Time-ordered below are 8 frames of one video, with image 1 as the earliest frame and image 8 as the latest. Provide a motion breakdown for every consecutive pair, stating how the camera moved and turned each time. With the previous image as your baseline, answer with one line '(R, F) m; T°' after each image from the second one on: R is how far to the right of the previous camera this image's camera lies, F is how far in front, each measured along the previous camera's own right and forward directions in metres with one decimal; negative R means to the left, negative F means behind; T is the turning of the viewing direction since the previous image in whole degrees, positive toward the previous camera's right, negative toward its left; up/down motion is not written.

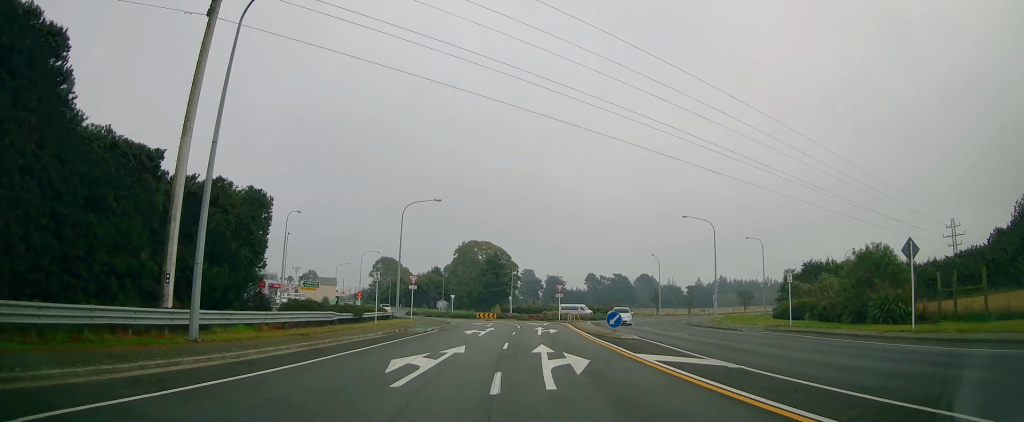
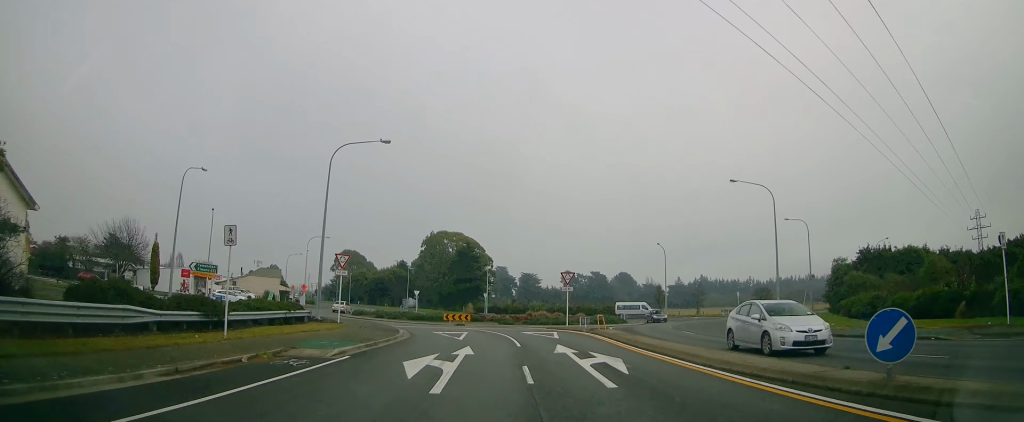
(+0.3, +17.9) m; +2°
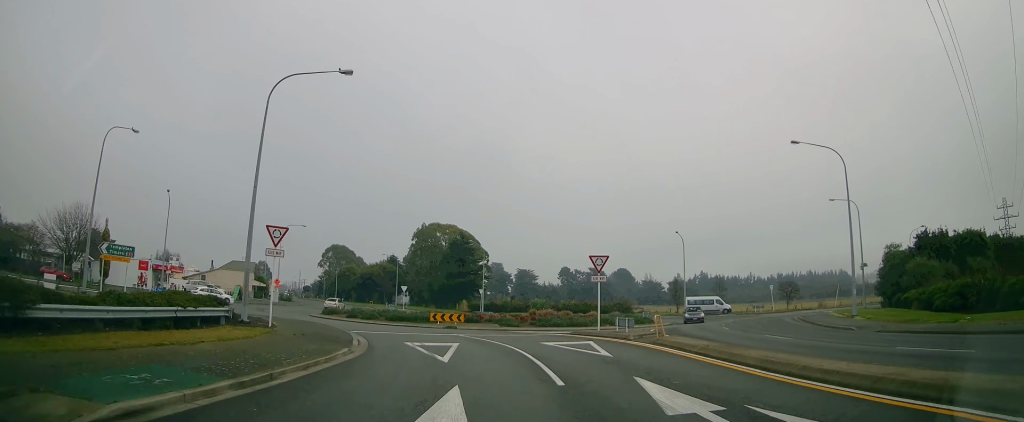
(+0.3, +10.5) m; 0°
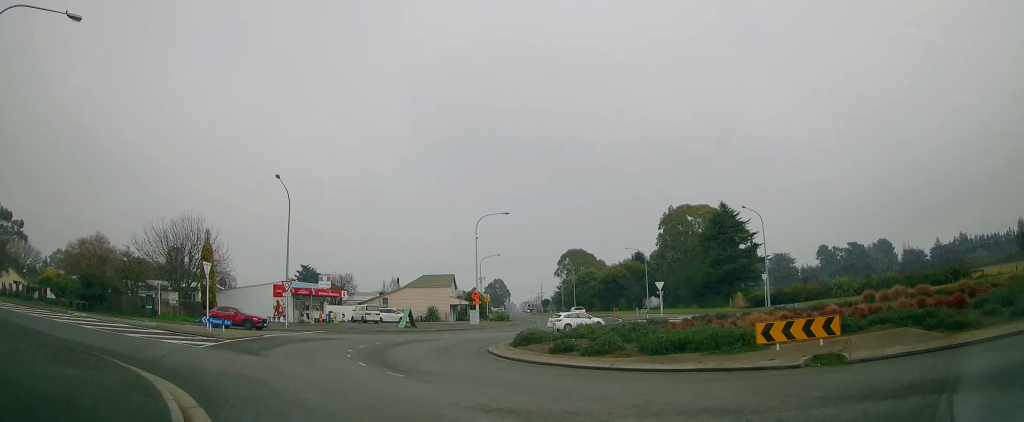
(-2.1, +27.4) m; -19°
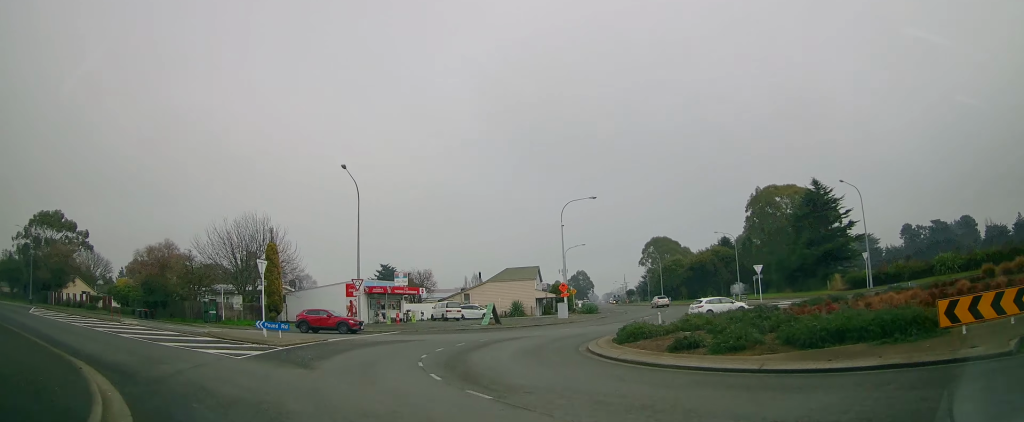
(-0.1, +3.8) m; -8°
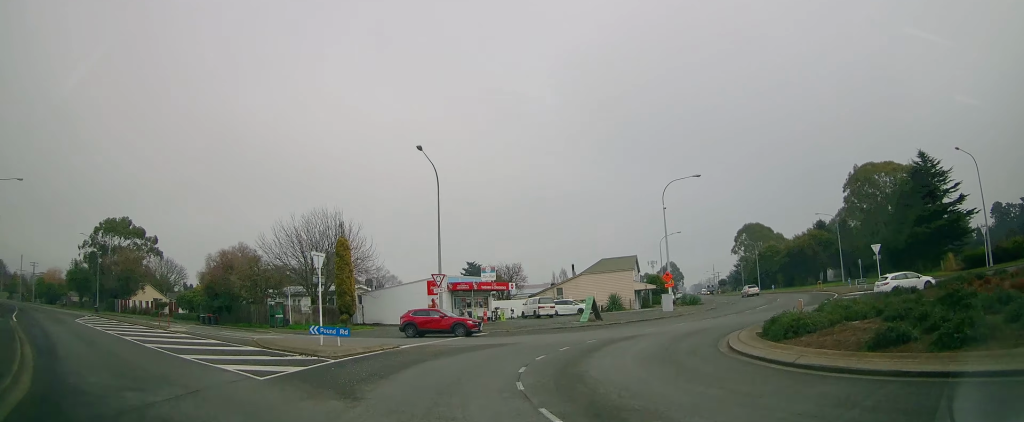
(-0.7, +4.7) m; -7°
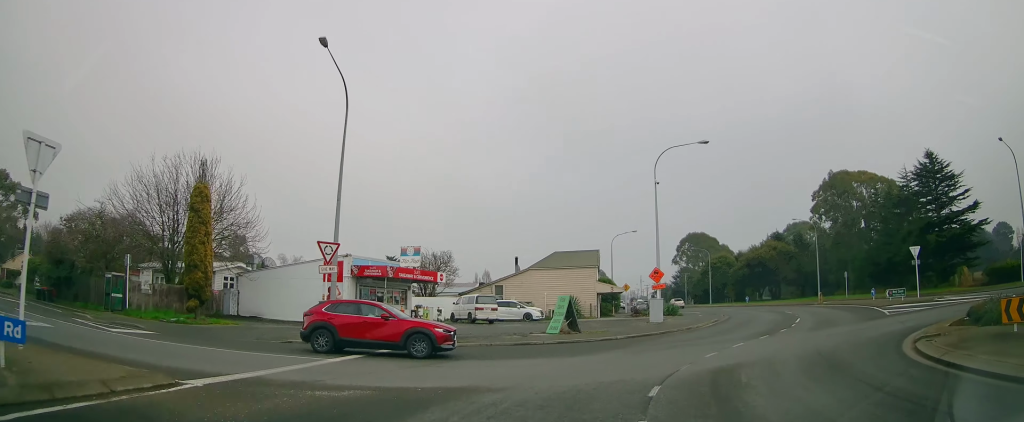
(-1.1, +12.3) m; +1°
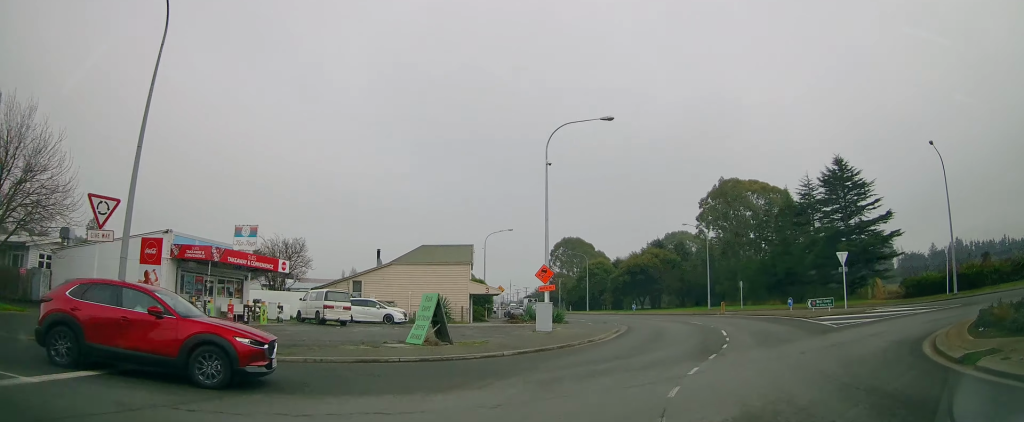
(+0.5, +6.0) m; +9°
